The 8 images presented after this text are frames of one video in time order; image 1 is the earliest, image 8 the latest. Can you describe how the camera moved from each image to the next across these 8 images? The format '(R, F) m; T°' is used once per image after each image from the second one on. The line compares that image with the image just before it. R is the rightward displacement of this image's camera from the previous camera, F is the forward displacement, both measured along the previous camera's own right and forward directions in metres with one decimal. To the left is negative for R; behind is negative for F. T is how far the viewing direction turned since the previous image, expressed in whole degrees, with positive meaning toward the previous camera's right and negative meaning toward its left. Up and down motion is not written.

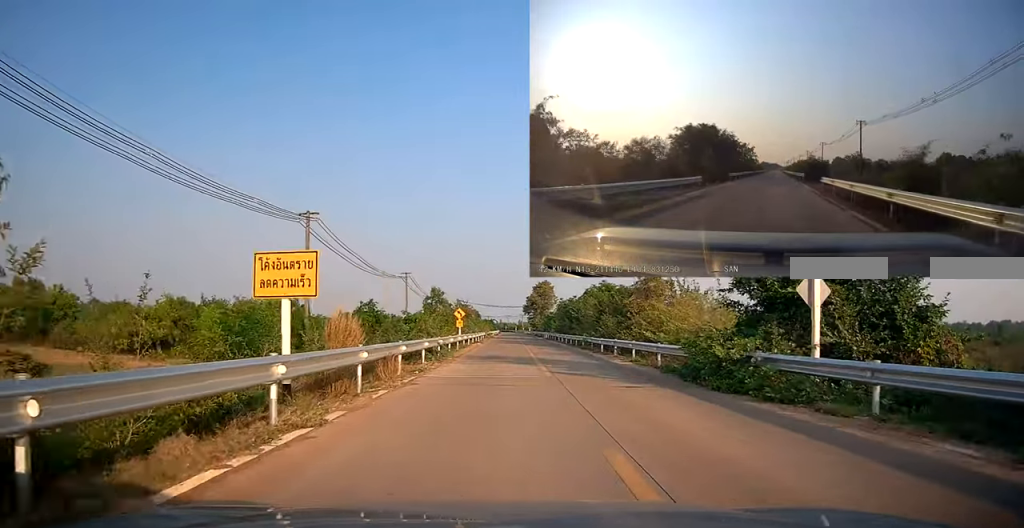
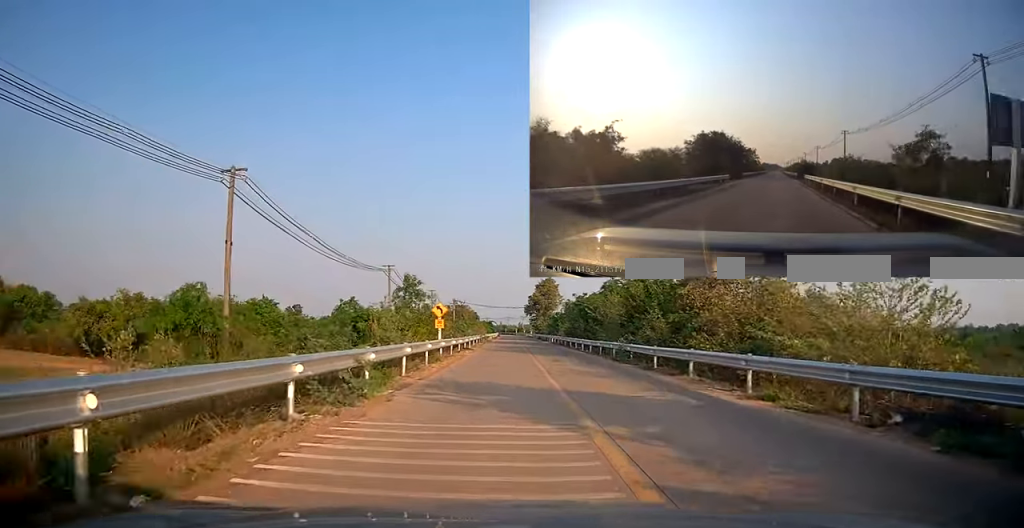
(-0.3, +11.4) m; -1°
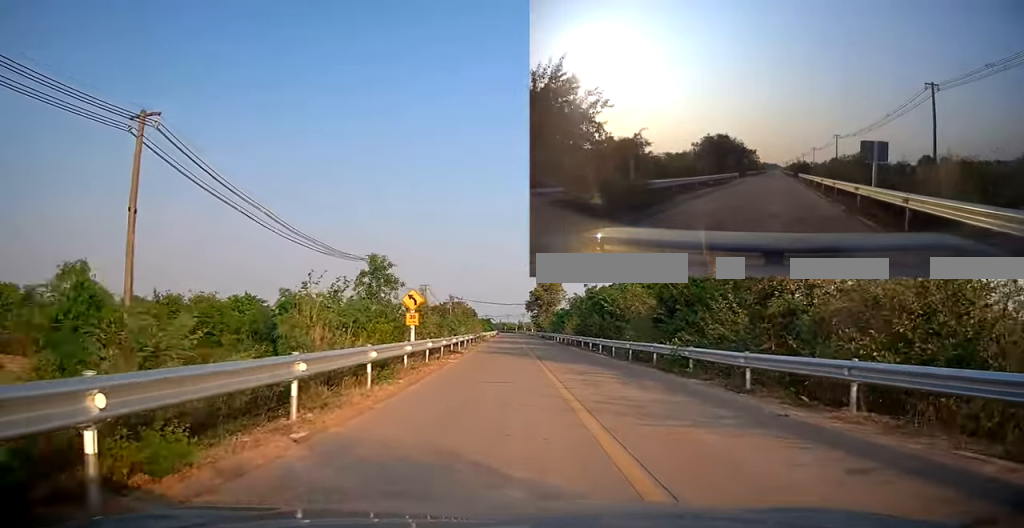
(+0.3, +7.9) m; 0°
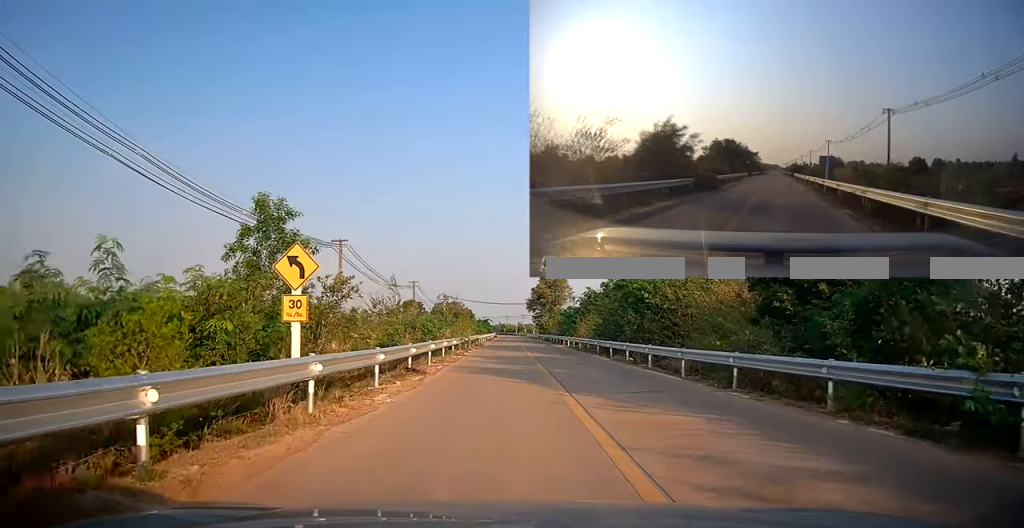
(-0.5, +11.5) m; 0°
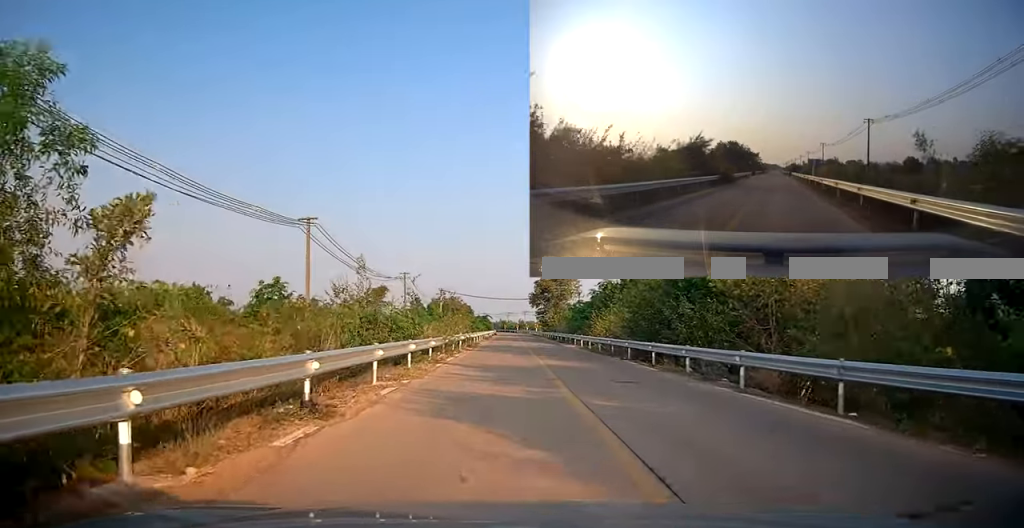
(+0.4, +8.3) m; +2°
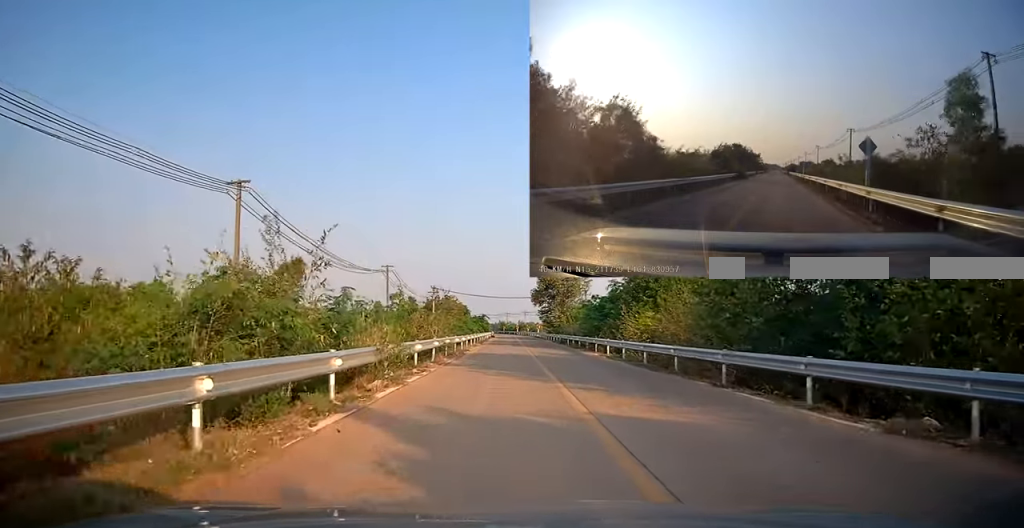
(+0.1, +11.0) m; -2°
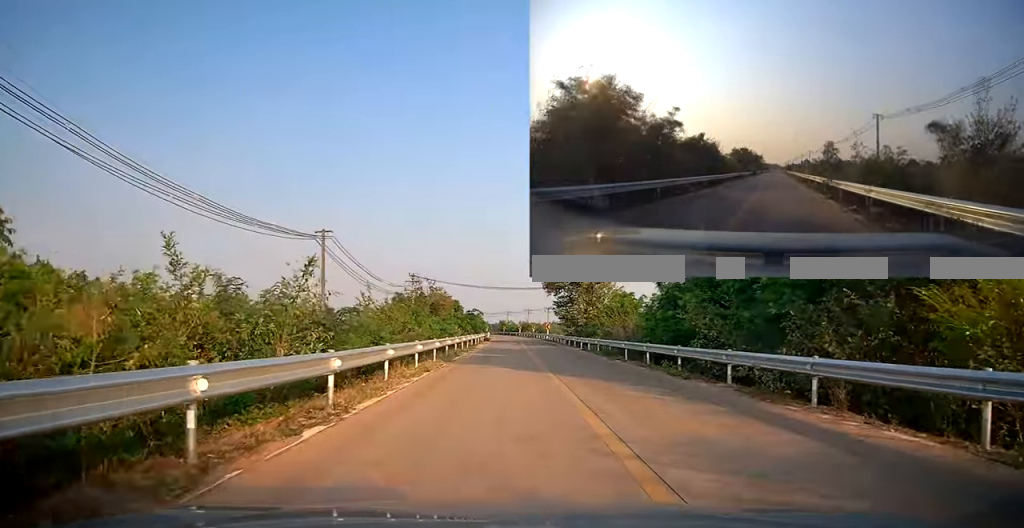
(-0.5, +24.3) m; +2°
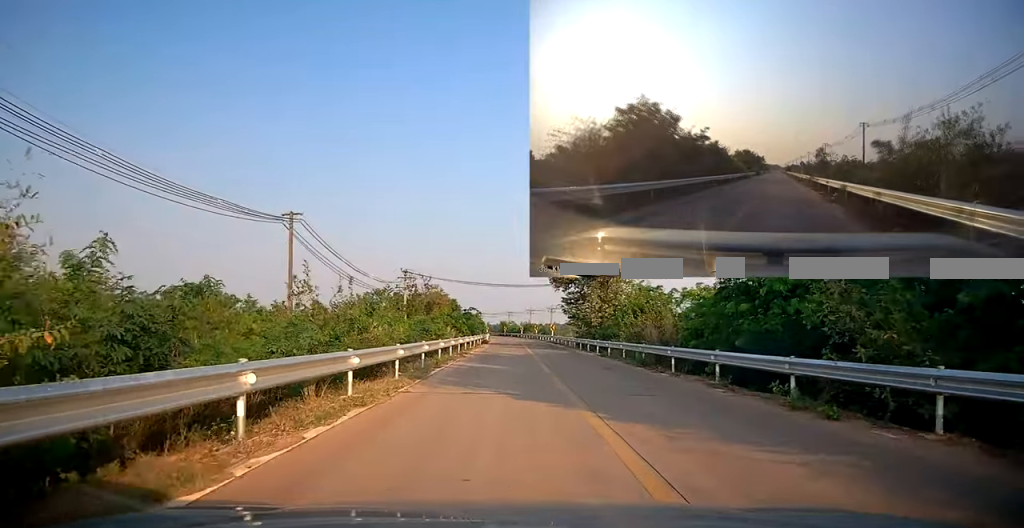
(+0.1, +7.1) m; 0°
